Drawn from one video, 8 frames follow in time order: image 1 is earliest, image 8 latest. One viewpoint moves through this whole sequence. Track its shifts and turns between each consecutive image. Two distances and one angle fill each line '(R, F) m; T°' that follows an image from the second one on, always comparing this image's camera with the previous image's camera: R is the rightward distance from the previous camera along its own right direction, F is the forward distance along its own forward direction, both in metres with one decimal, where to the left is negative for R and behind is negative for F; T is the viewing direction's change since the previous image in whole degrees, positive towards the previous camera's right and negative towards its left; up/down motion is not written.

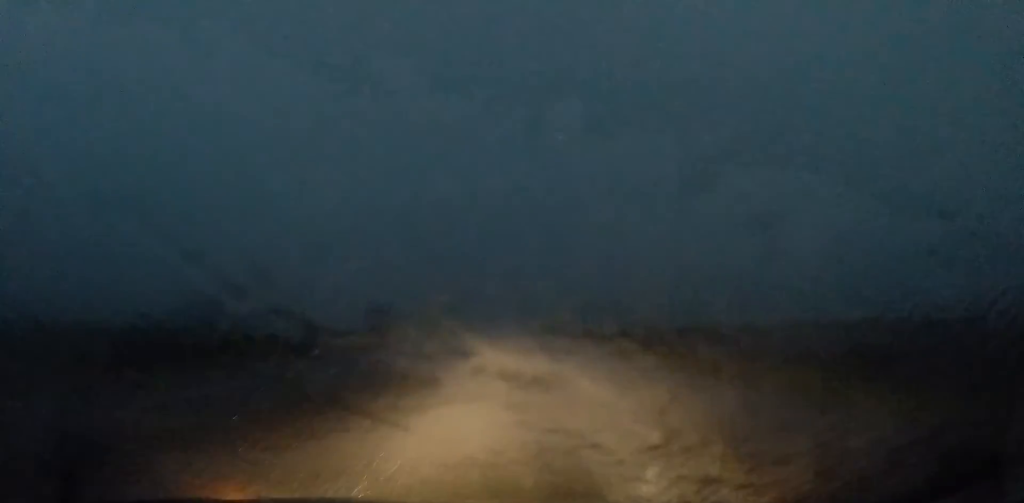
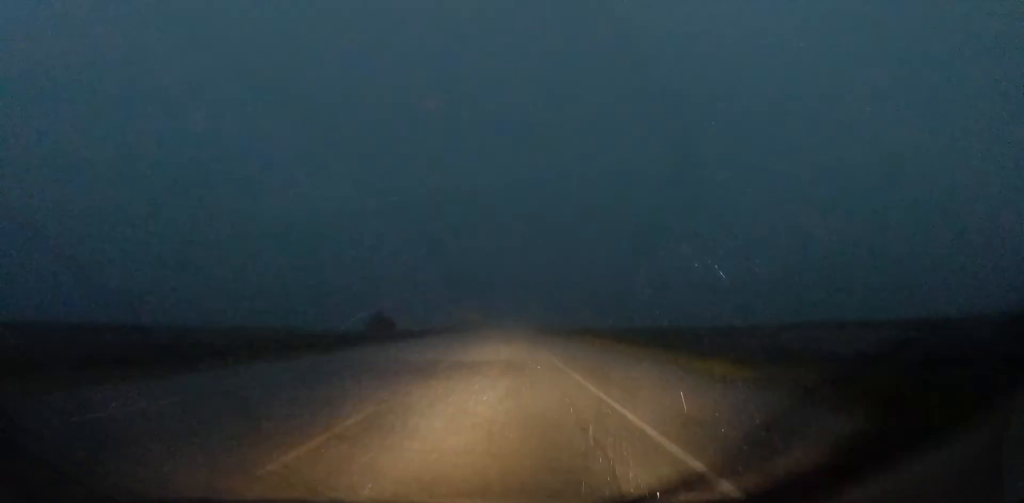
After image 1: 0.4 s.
(0.0, +6.7) m; 0°
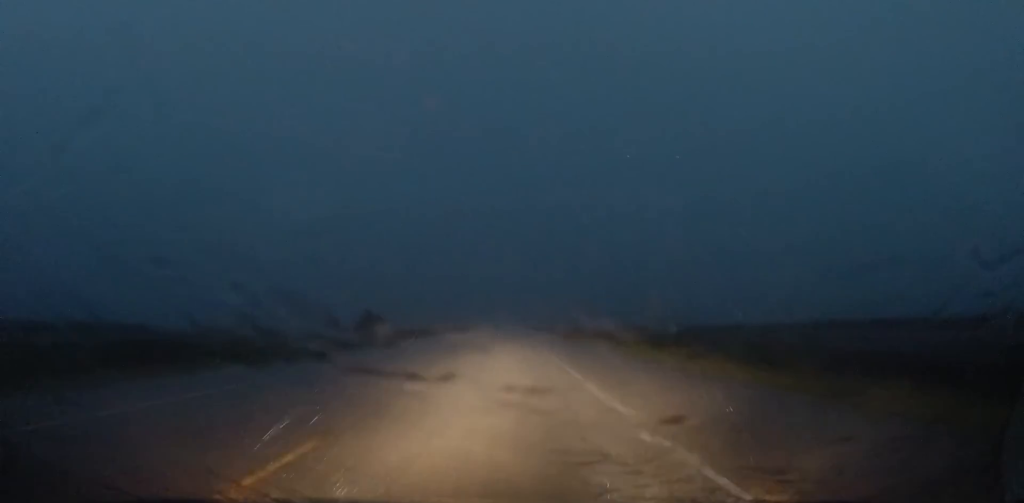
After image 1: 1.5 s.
(-0.1, +16.2) m; -1°
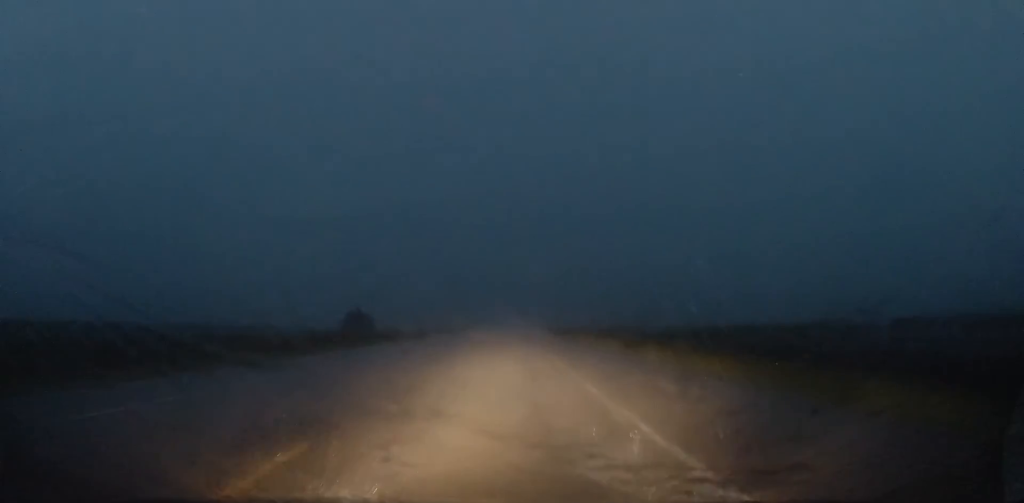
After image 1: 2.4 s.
(-0.2, +13.1) m; -1°
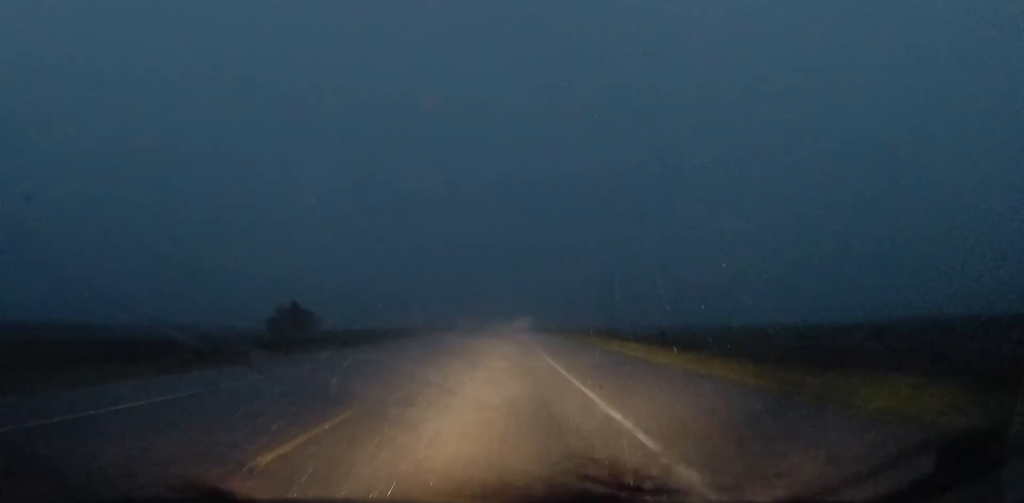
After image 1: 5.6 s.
(+0.7, +47.0) m; +2°
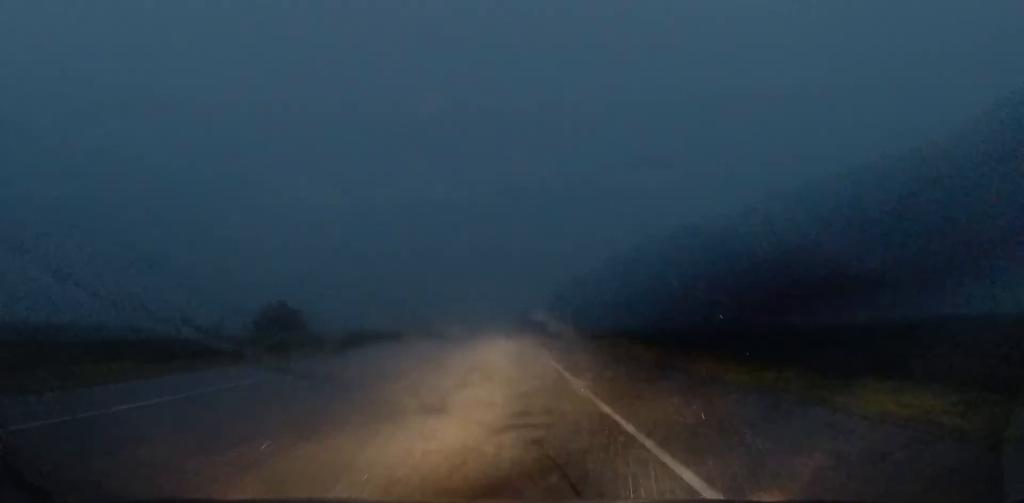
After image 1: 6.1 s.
(0.0, +6.9) m; 0°
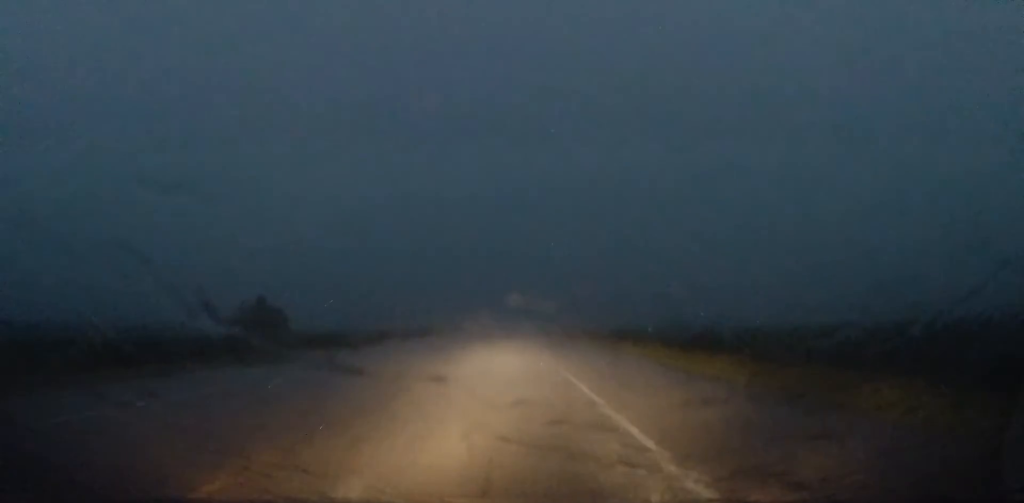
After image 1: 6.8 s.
(0.0, +10.0) m; 0°
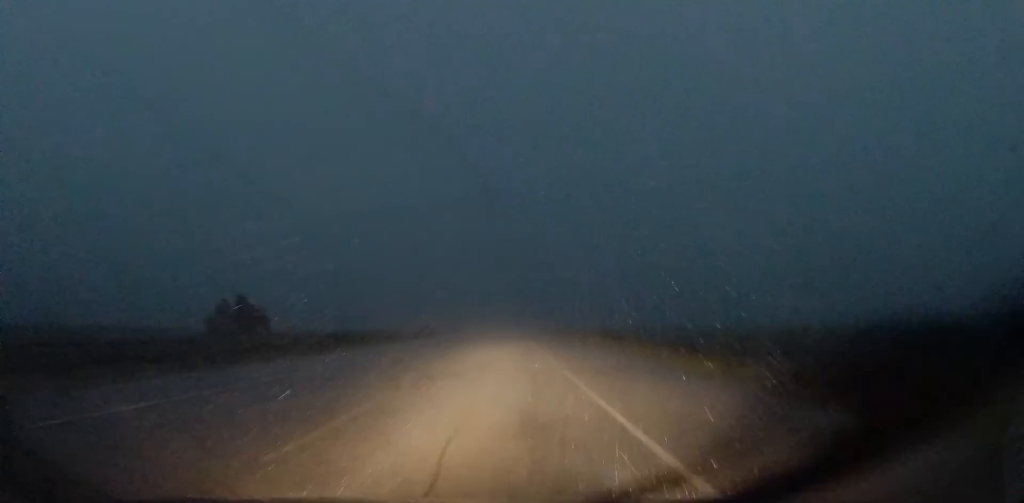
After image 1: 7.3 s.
(0.0, +7.6) m; 0°
